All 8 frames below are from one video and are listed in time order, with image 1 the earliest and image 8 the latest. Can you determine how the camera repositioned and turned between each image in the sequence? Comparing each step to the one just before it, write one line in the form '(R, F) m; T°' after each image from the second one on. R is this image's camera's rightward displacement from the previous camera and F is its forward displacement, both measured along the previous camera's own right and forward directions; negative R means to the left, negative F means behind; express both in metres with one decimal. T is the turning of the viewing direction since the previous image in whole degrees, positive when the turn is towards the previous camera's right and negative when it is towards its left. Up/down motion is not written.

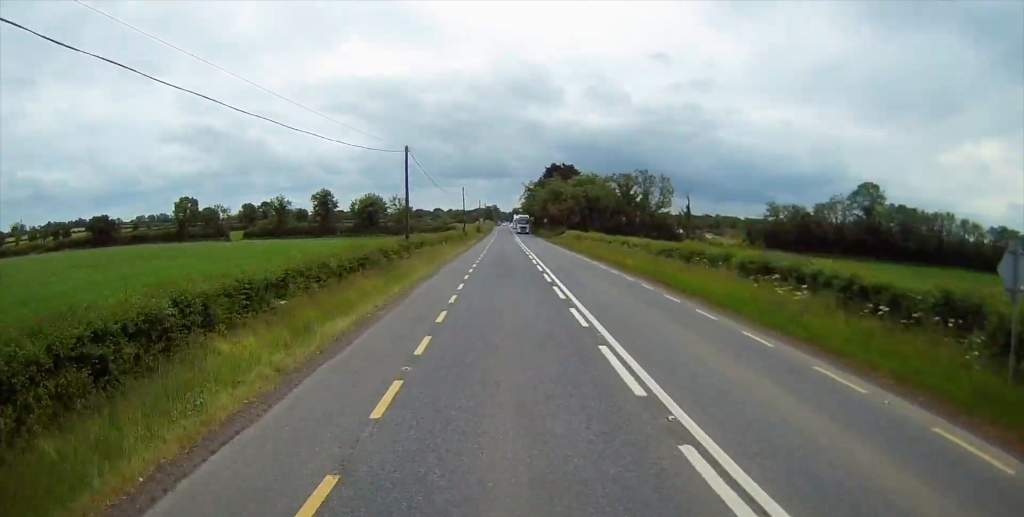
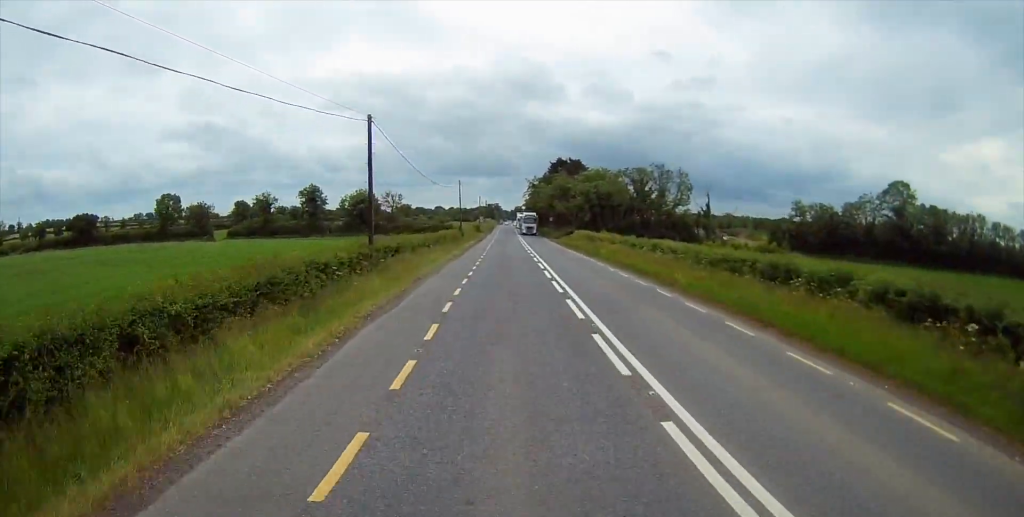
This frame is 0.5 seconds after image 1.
(-0.1, +10.9) m; 0°
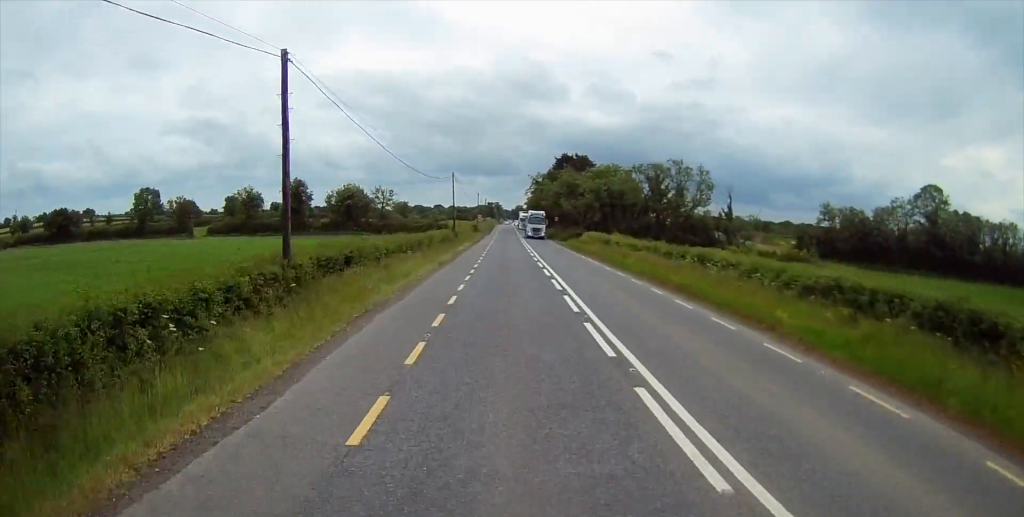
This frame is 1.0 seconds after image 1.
(0.0, +10.9) m; 0°
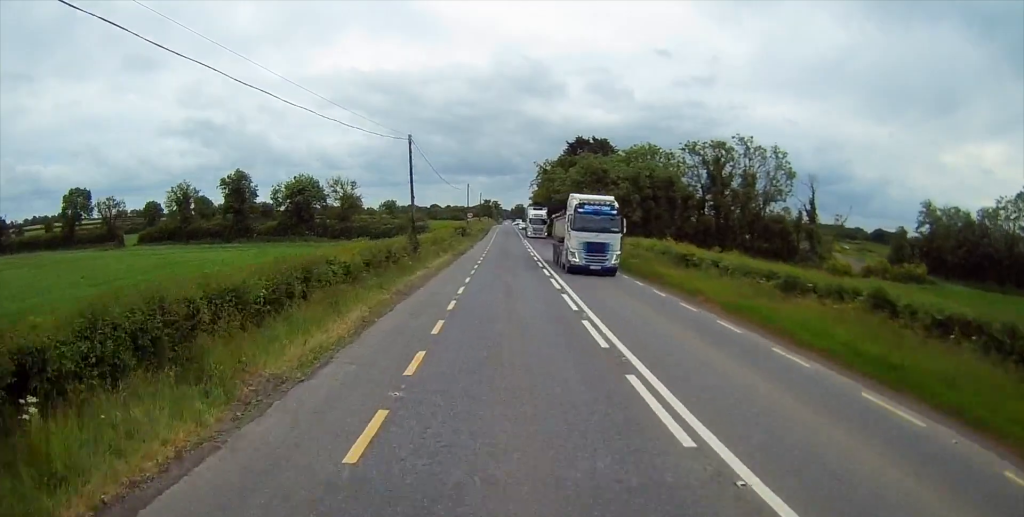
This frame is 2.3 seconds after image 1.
(0.0, +29.0) m; 0°
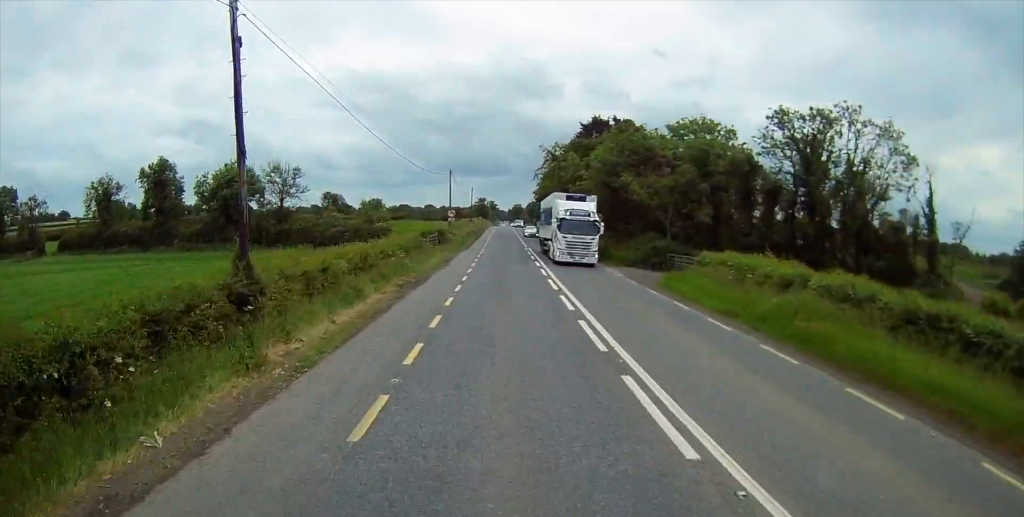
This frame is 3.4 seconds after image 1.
(+0.1, +24.0) m; 0°
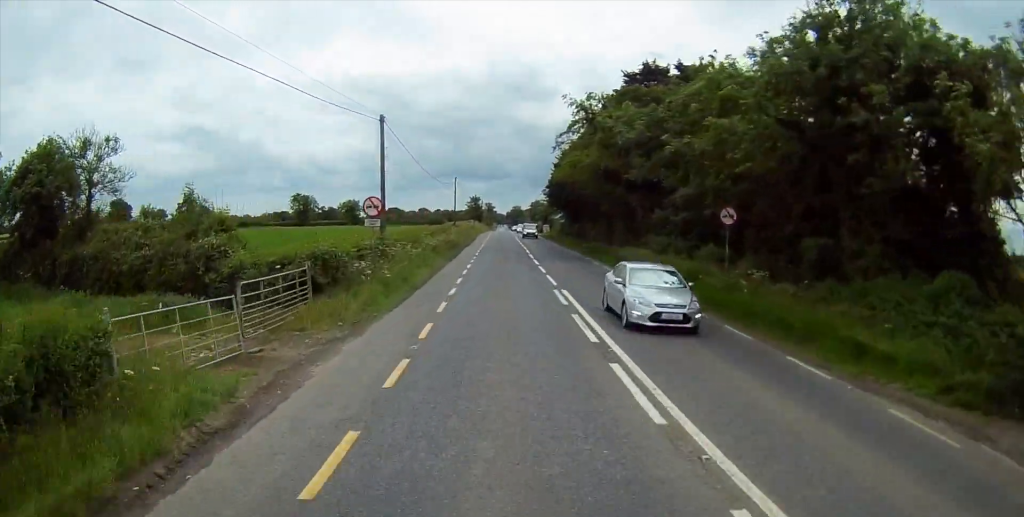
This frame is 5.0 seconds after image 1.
(+0.3, +34.1) m; 0°
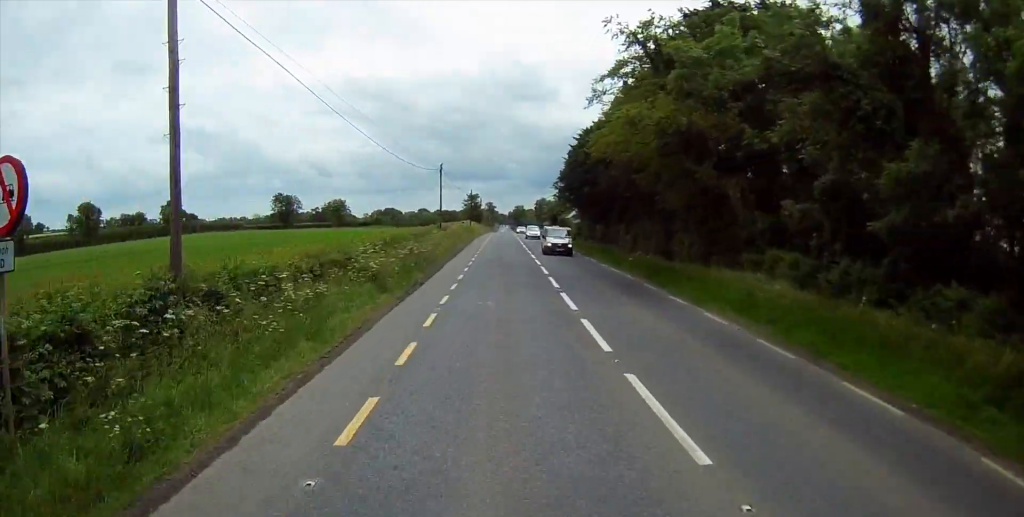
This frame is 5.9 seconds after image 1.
(-0.3, +18.9) m; 0°
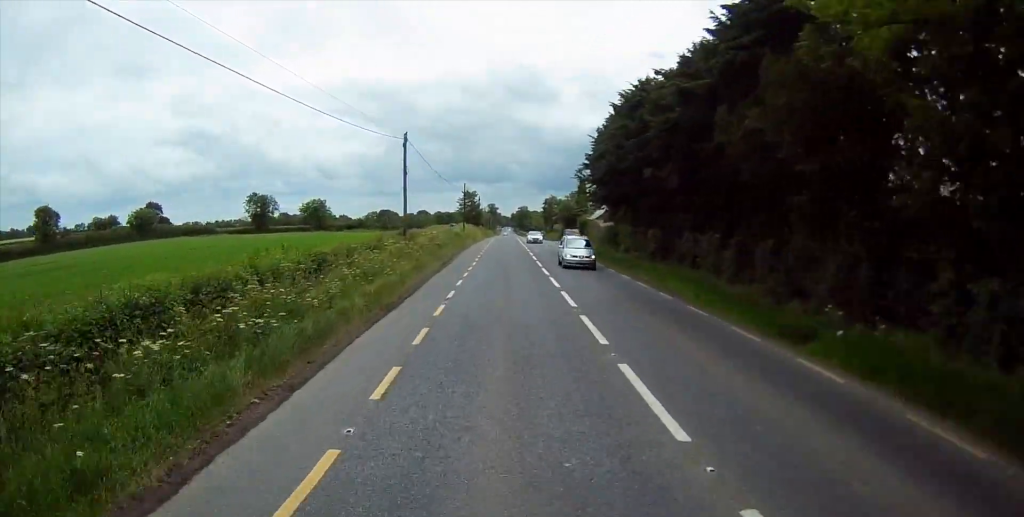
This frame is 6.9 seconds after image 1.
(+0.2, +22.6) m; 0°
